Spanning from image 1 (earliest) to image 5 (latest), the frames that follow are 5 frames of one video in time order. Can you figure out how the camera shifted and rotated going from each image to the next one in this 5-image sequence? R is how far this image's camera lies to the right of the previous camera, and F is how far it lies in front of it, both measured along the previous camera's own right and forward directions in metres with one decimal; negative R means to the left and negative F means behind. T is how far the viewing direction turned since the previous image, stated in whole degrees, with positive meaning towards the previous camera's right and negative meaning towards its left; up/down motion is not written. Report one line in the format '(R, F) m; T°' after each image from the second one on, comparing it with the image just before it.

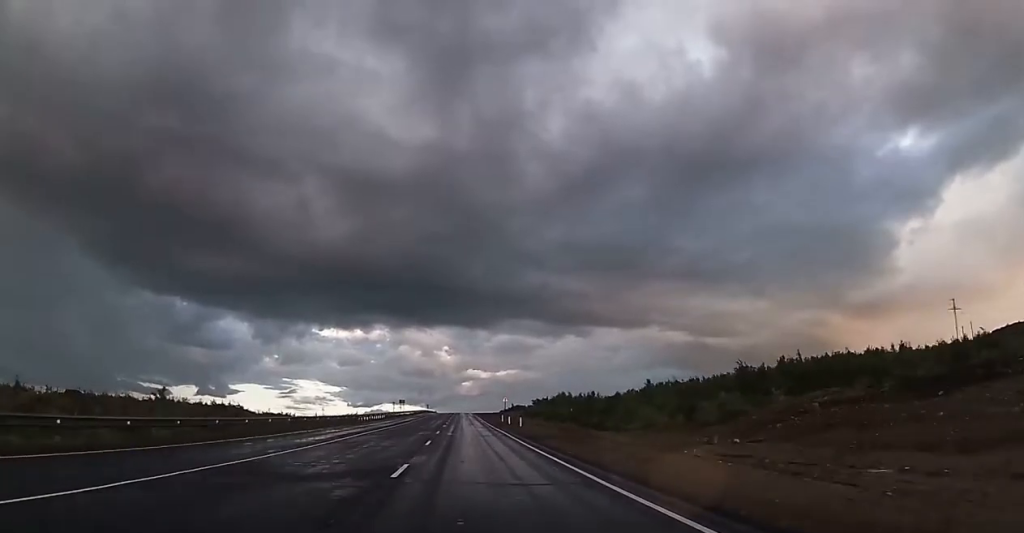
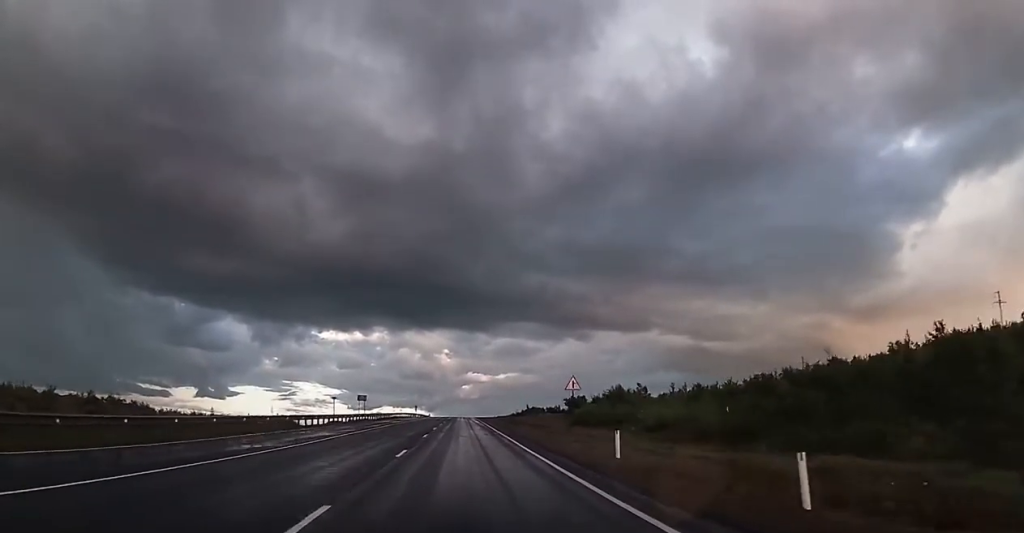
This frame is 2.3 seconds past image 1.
(-0.3, +56.1) m; 0°
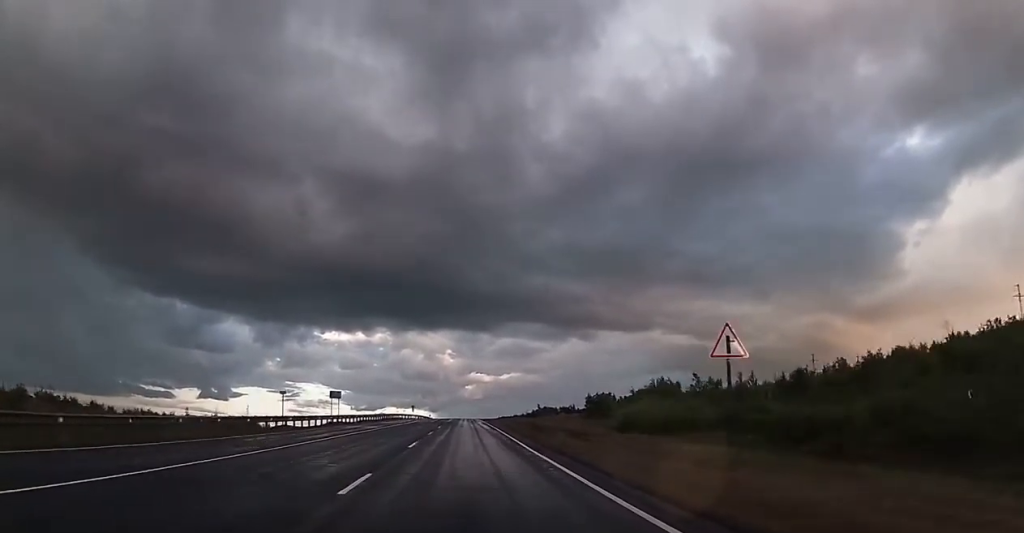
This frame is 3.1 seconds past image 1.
(0.0, +20.0) m; 0°
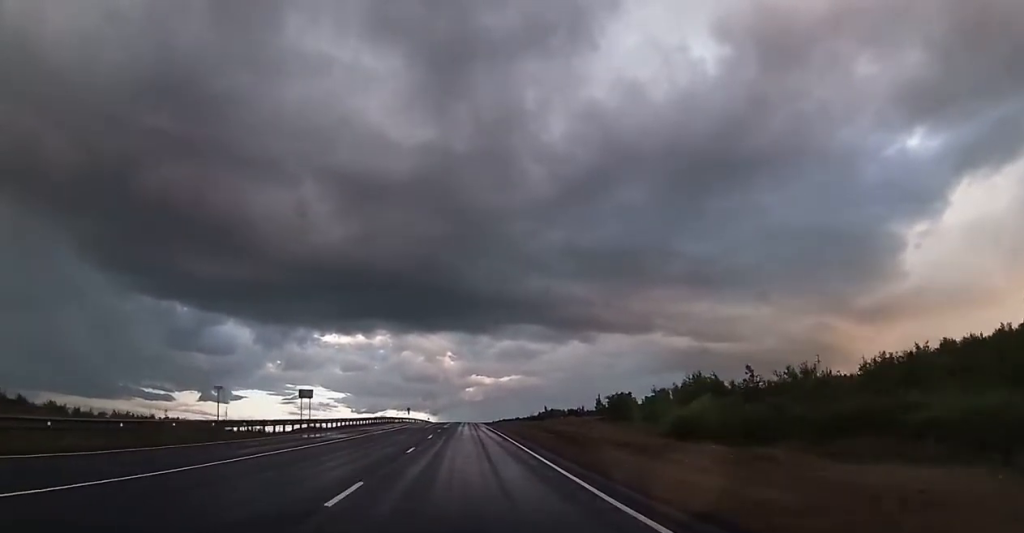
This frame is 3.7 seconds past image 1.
(0.0, +12.7) m; 0°
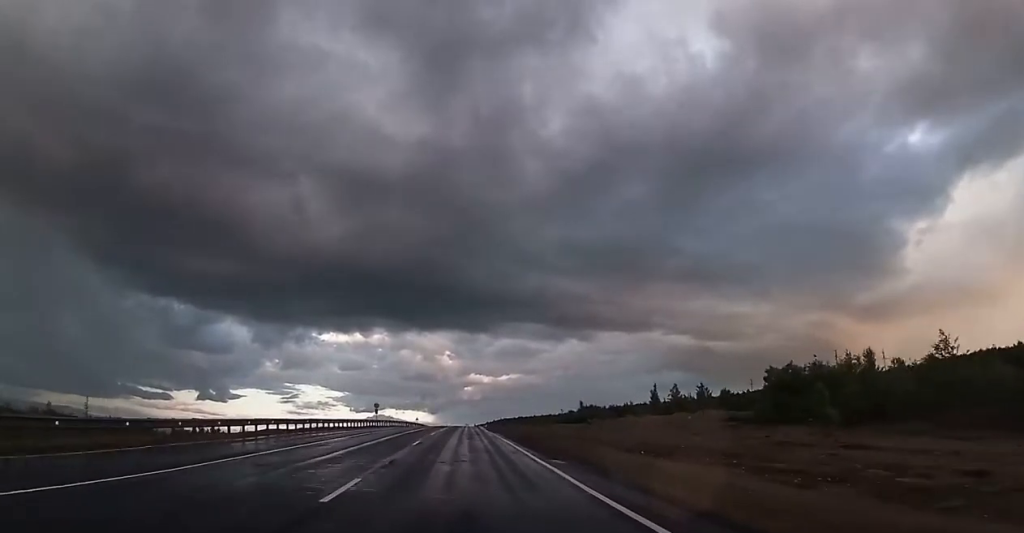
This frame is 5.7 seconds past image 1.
(0.0, +48.1) m; 0°
